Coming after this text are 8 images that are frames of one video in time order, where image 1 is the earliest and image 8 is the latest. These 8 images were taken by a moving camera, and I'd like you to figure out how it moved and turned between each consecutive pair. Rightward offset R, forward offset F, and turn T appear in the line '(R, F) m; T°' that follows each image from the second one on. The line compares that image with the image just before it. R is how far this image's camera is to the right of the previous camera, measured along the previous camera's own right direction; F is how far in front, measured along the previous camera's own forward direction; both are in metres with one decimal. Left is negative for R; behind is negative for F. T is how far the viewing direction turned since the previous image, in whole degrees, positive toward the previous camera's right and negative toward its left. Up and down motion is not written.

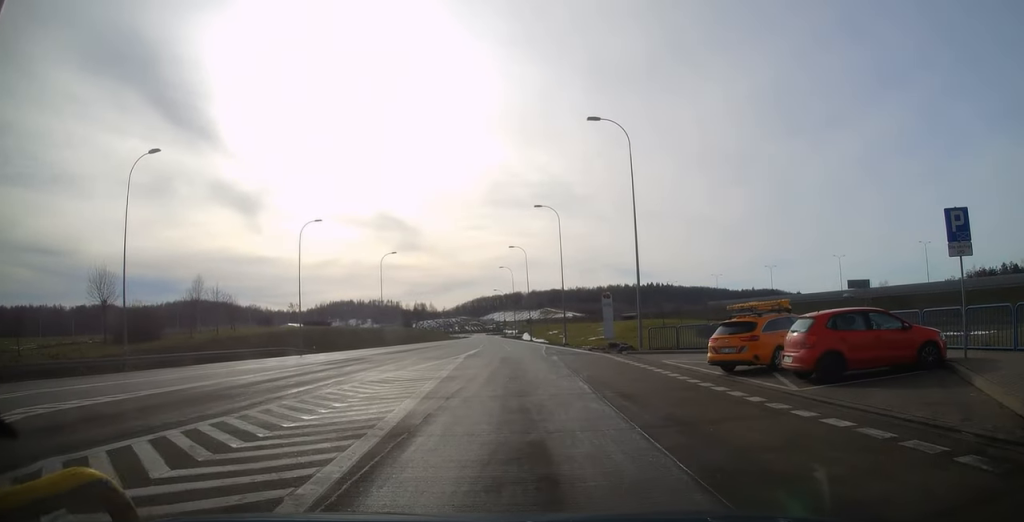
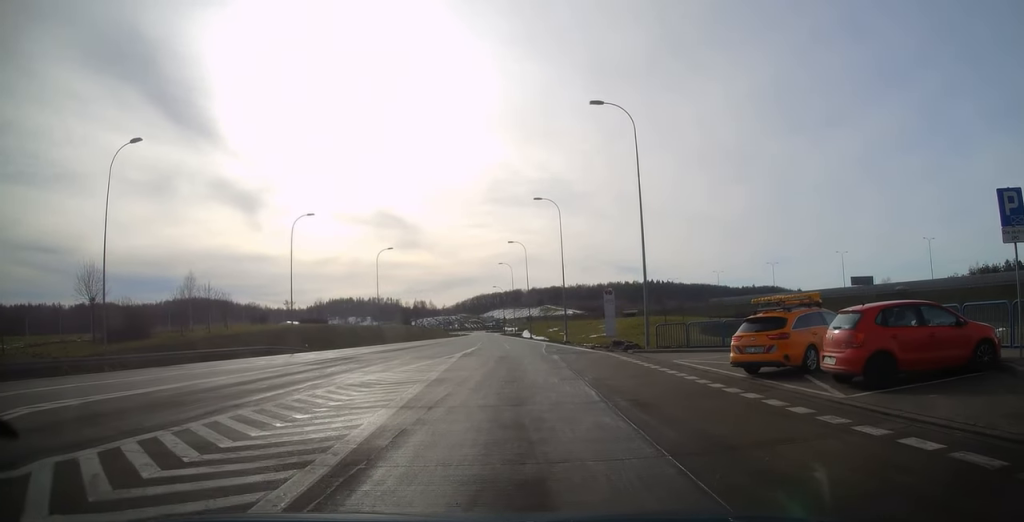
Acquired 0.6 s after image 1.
(0.0, +1.7) m; +1°
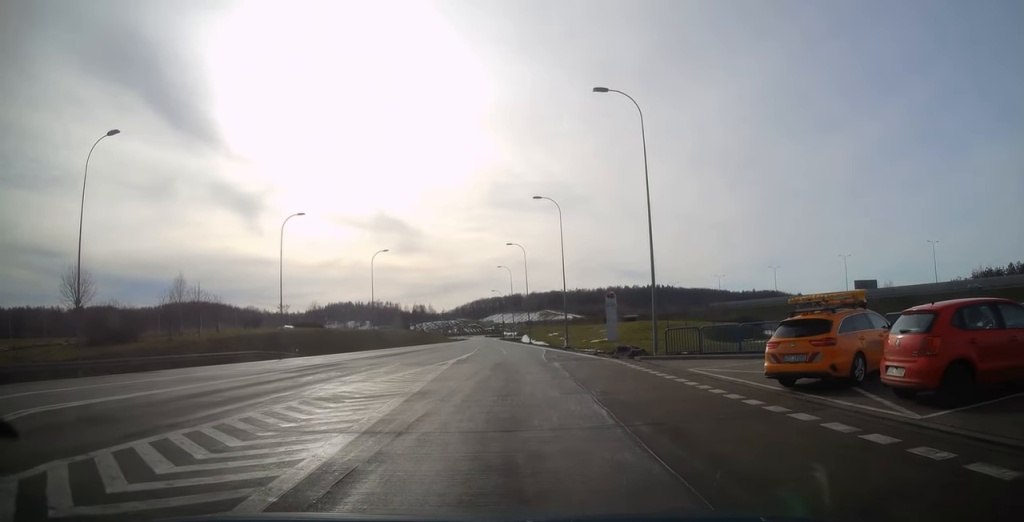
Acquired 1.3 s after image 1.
(0.0, +2.1) m; 0°
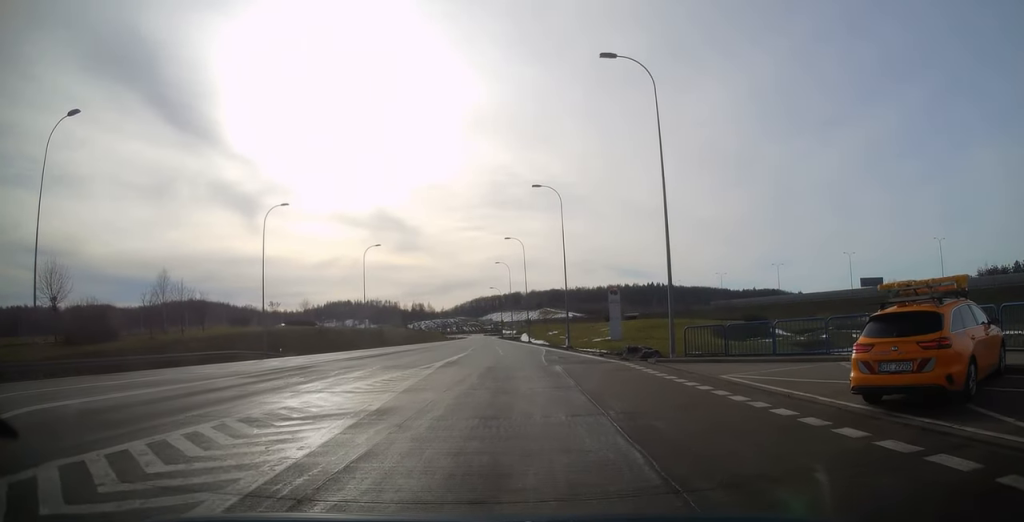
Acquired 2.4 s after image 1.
(0.0, +3.5) m; 0°
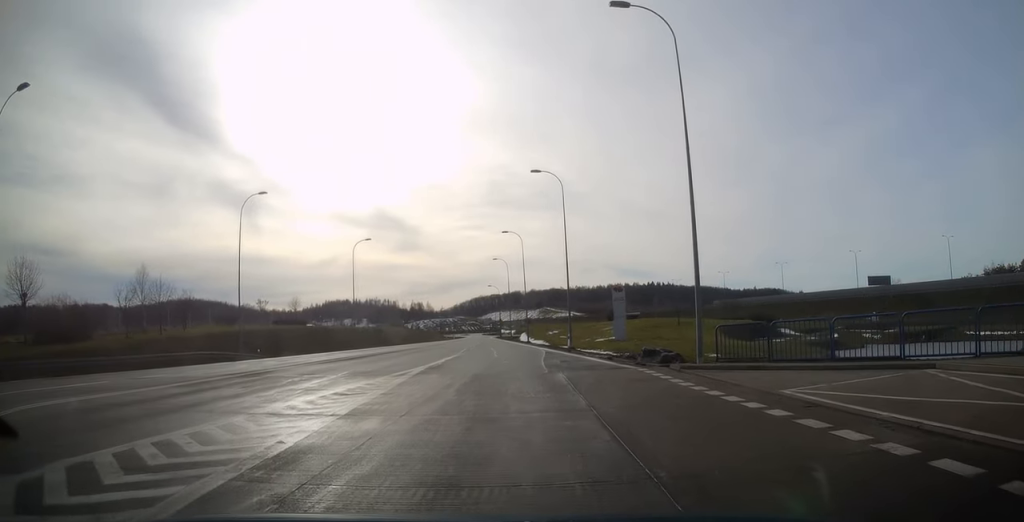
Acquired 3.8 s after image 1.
(0.0, +4.2) m; +2°
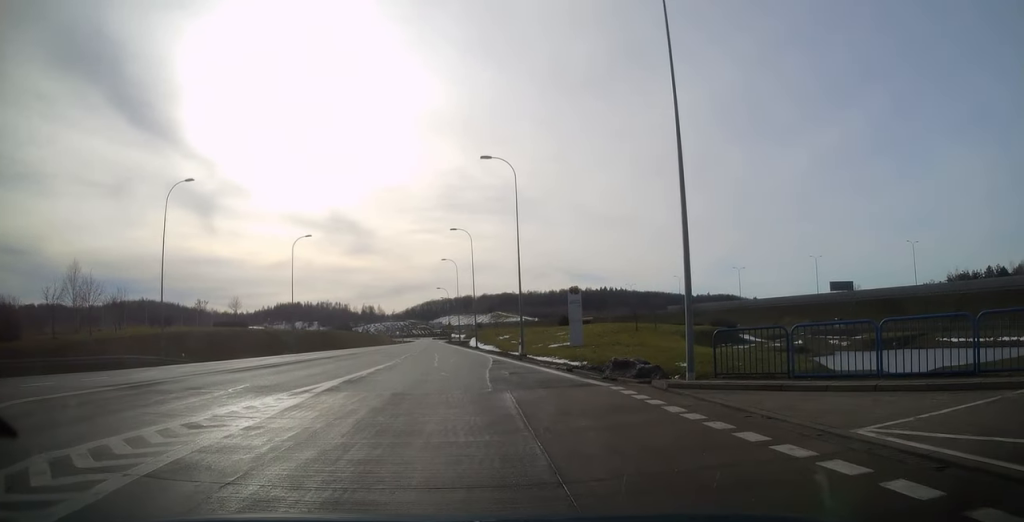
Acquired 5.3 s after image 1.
(+0.3, +4.5) m; +9°
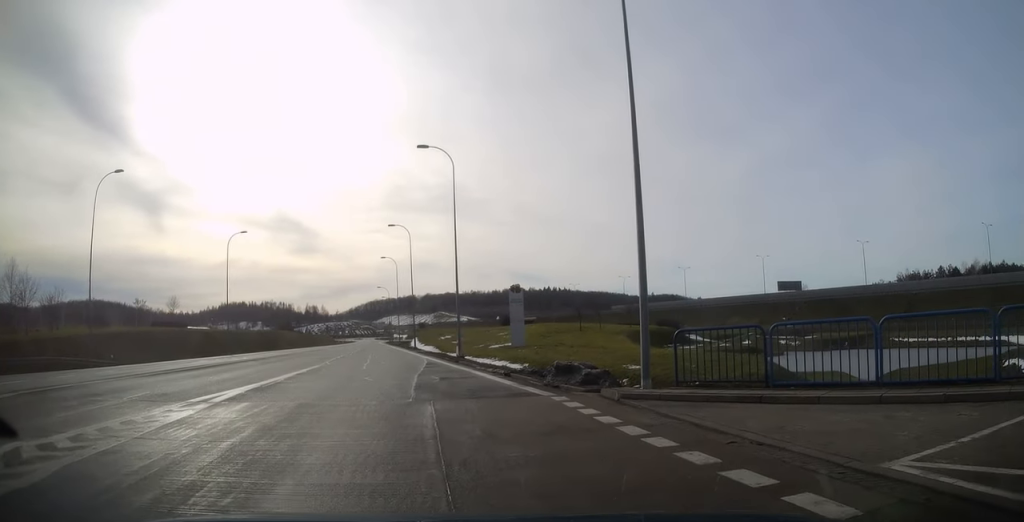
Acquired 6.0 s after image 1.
(+0.1, +2.2) m; +5°
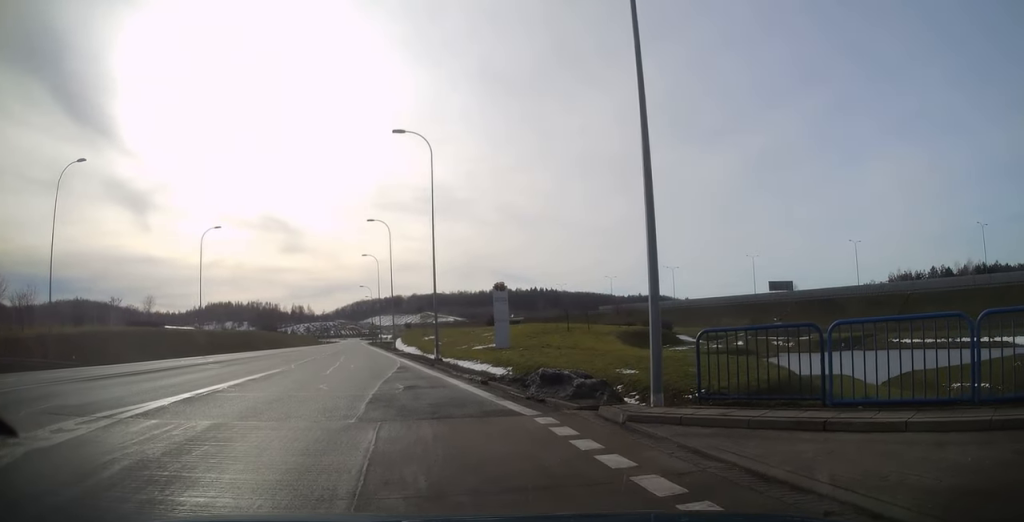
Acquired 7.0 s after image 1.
(+0.2, +2.9) m; +2°
